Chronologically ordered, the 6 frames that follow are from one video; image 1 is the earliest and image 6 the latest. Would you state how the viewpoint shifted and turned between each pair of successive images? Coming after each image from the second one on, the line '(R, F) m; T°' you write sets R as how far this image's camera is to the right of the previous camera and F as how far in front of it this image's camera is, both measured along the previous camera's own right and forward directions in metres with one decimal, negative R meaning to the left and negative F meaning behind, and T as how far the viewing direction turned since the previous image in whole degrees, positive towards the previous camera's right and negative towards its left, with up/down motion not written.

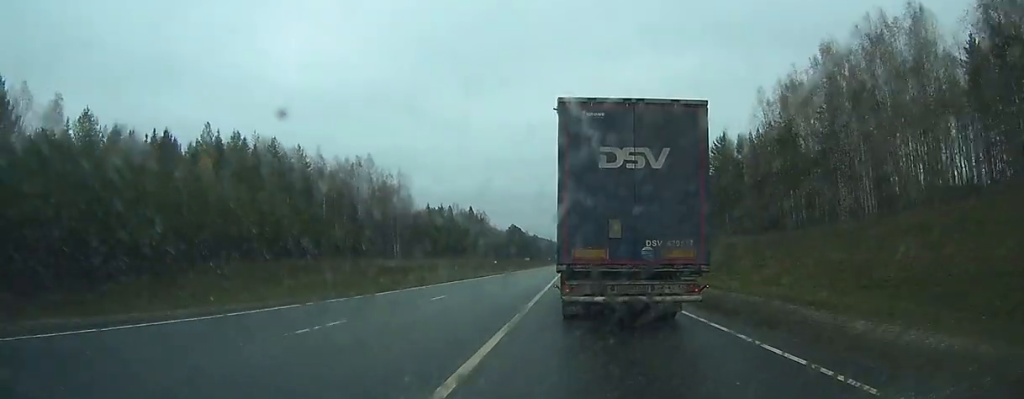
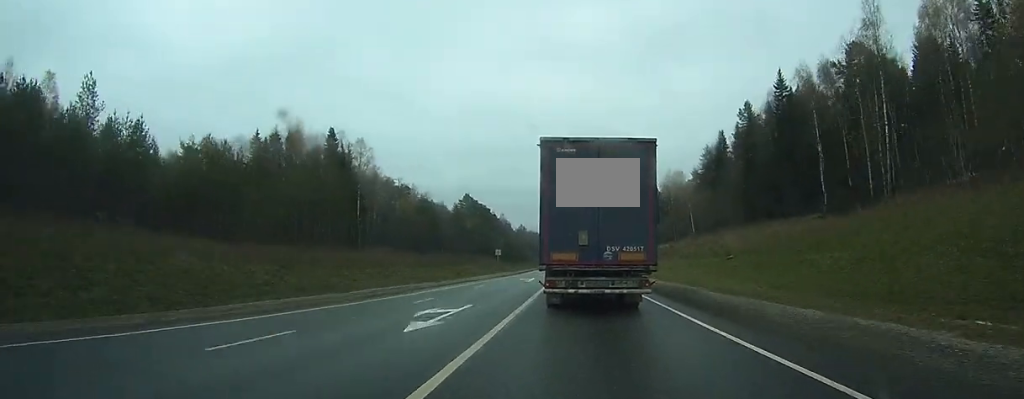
(-0.9, +183.3) m; 0°
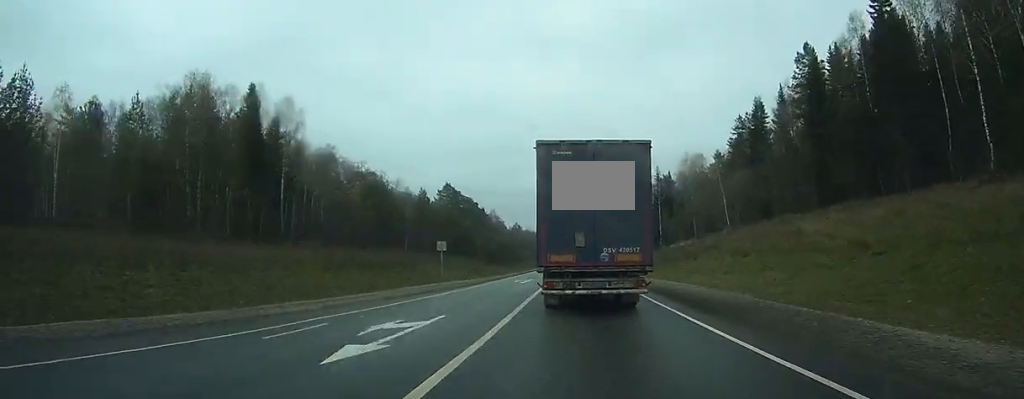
(-0.1, +34.3) m; 0°
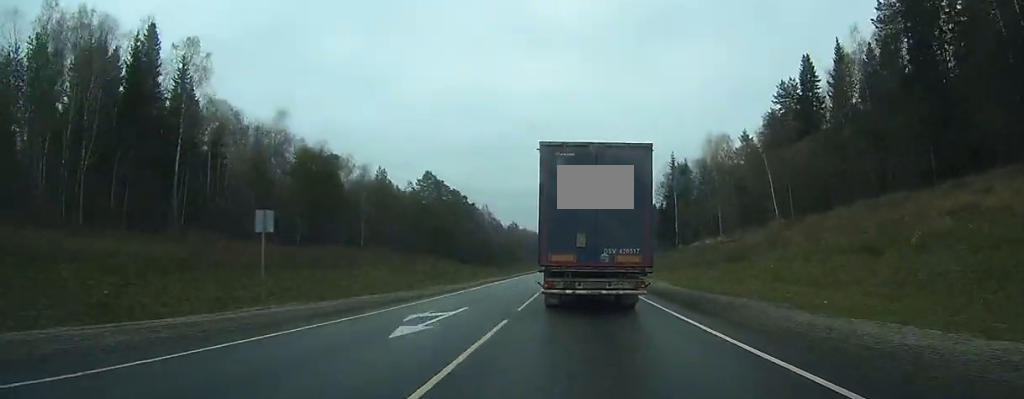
(0.0, +27.7) m; 0°
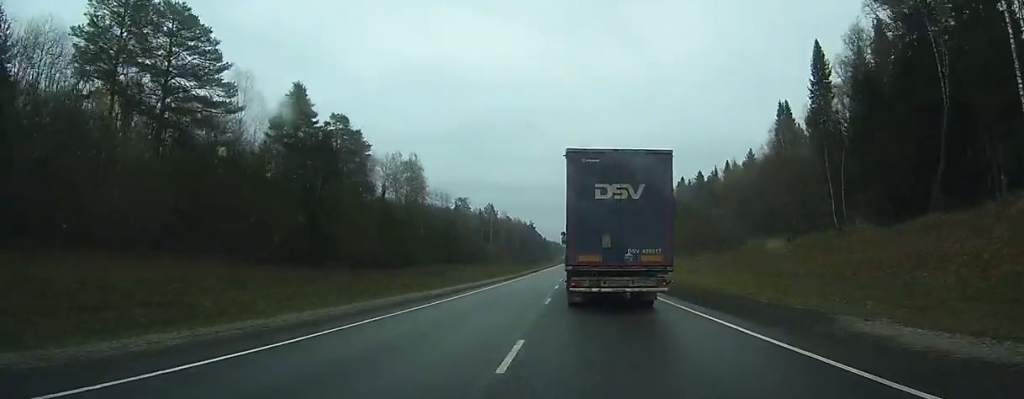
(-0.1, +124.4) m; 0°
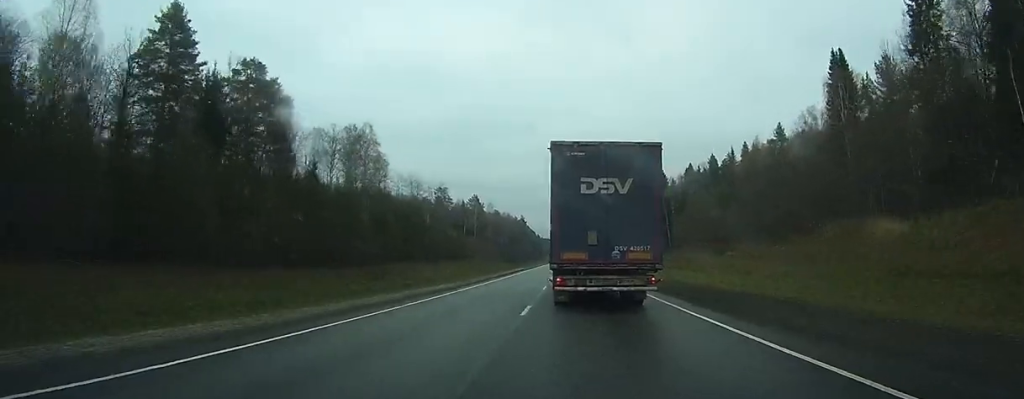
(+0.3, +28.4) m; 0°
